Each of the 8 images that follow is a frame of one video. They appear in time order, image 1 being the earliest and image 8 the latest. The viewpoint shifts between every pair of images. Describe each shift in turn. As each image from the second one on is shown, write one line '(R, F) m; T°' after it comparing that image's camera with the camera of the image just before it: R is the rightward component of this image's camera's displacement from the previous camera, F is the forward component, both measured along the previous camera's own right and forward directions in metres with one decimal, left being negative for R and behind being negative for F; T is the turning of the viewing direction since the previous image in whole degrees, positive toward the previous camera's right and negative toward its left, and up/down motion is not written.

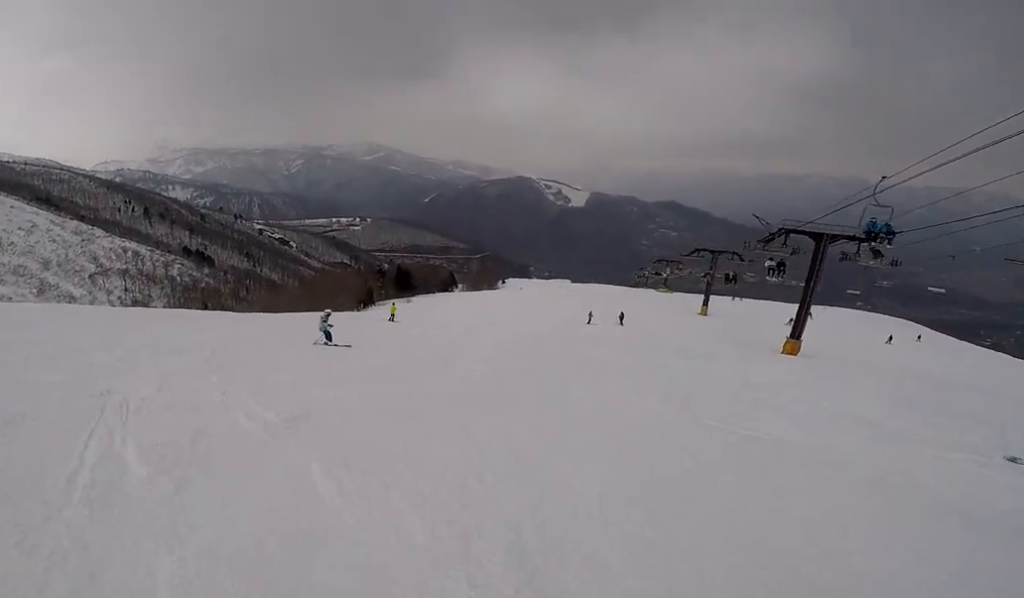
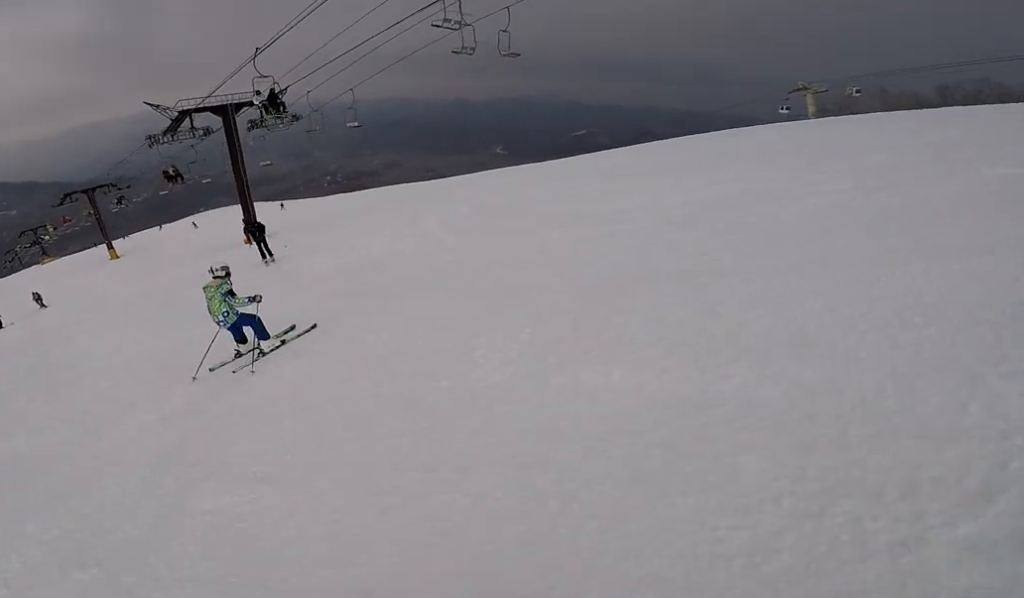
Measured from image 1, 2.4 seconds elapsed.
(+2.7, +10.5) m; +44°
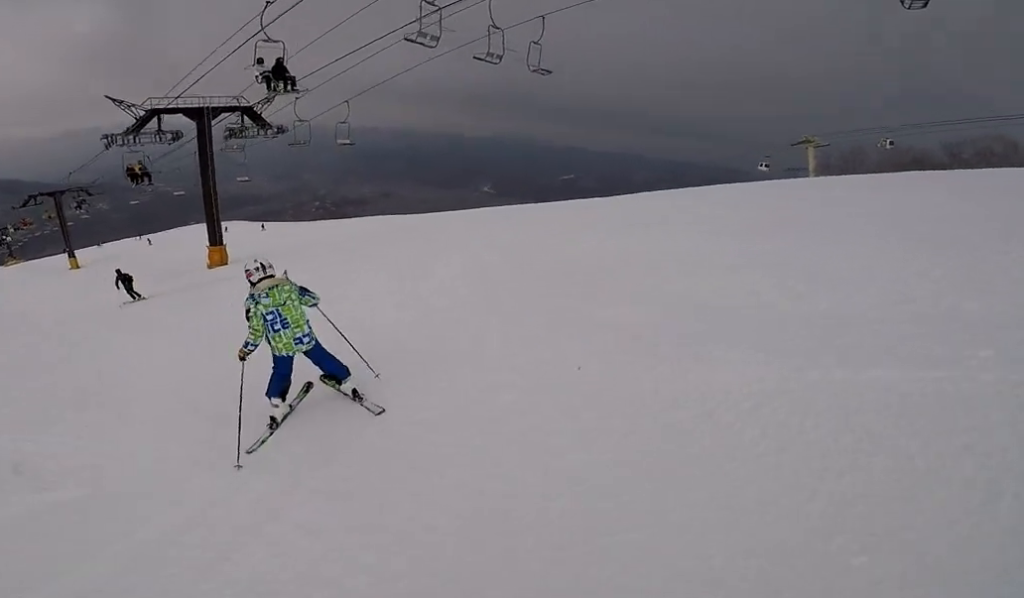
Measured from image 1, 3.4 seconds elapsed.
(+0.8, +4.3) m; +5°
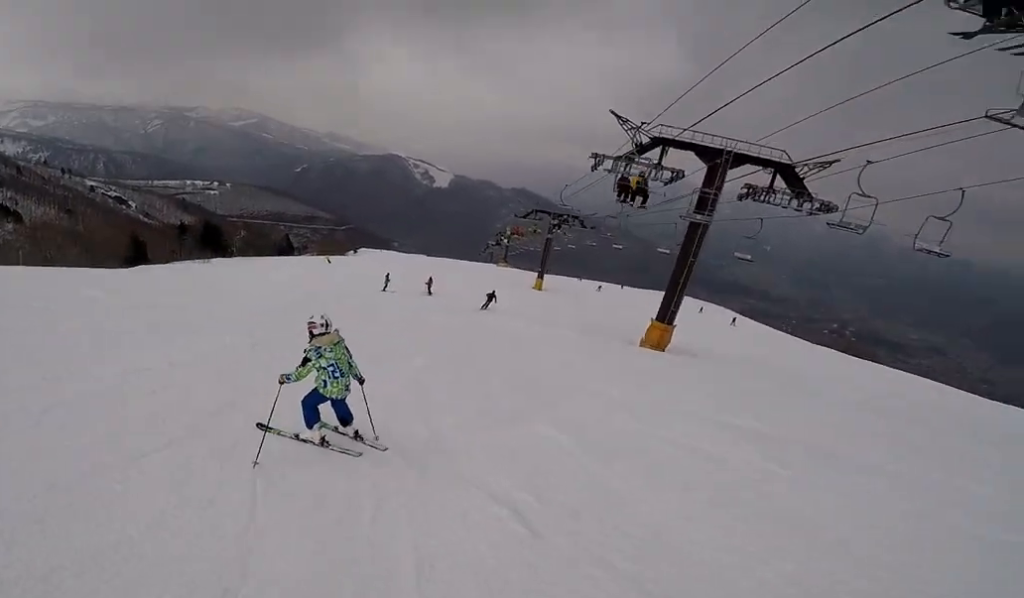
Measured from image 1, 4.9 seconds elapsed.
(-1.6, +5.6) m; -53°
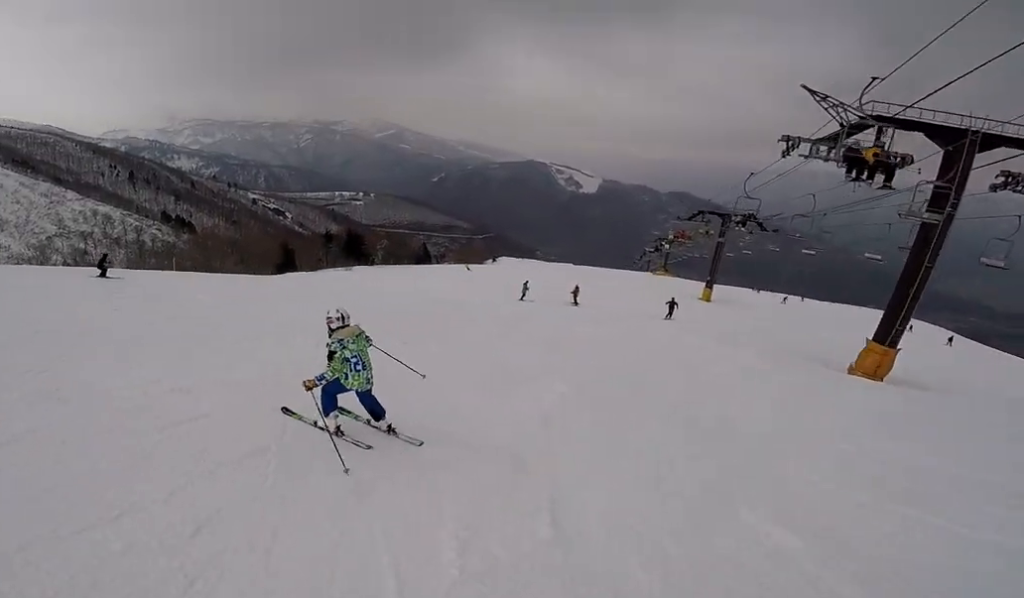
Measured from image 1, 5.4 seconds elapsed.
(-0.6, +1.8) m; -11°
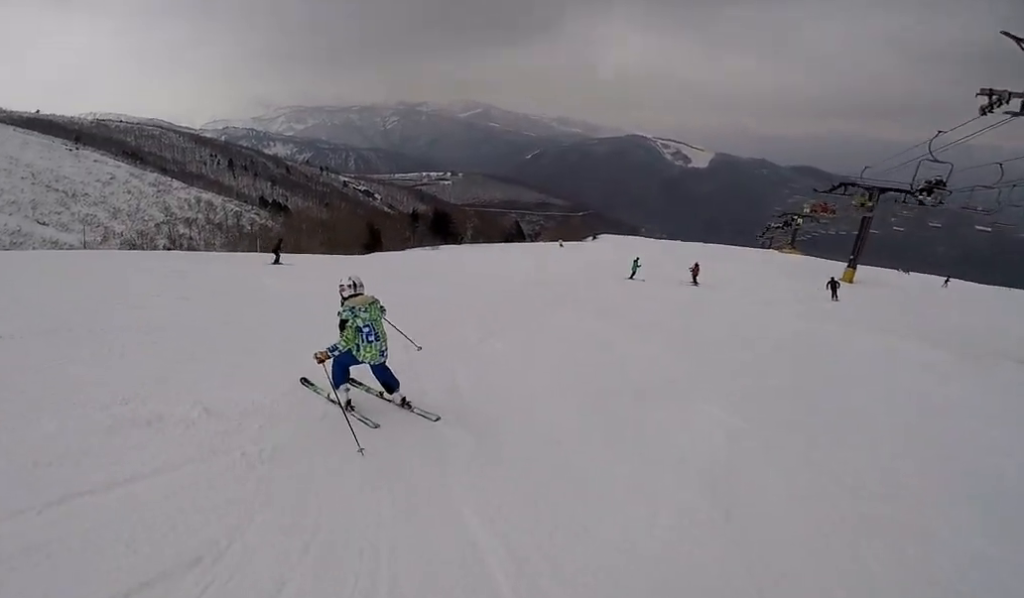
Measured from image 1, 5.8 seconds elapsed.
(-0.4, +1.8) m; -9°
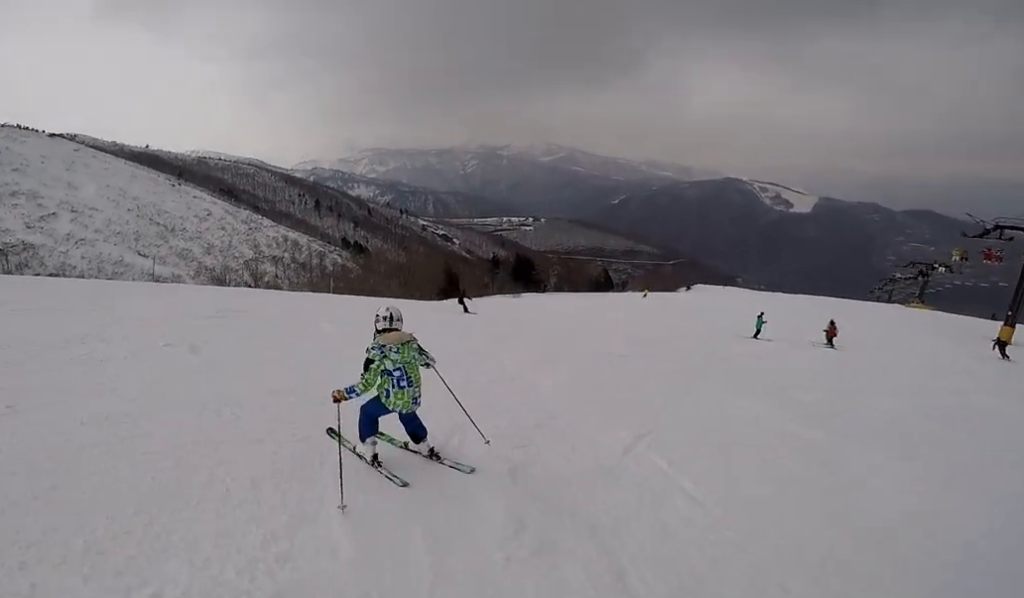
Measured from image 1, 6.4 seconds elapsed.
(-0.1, +2.6) m; -10°
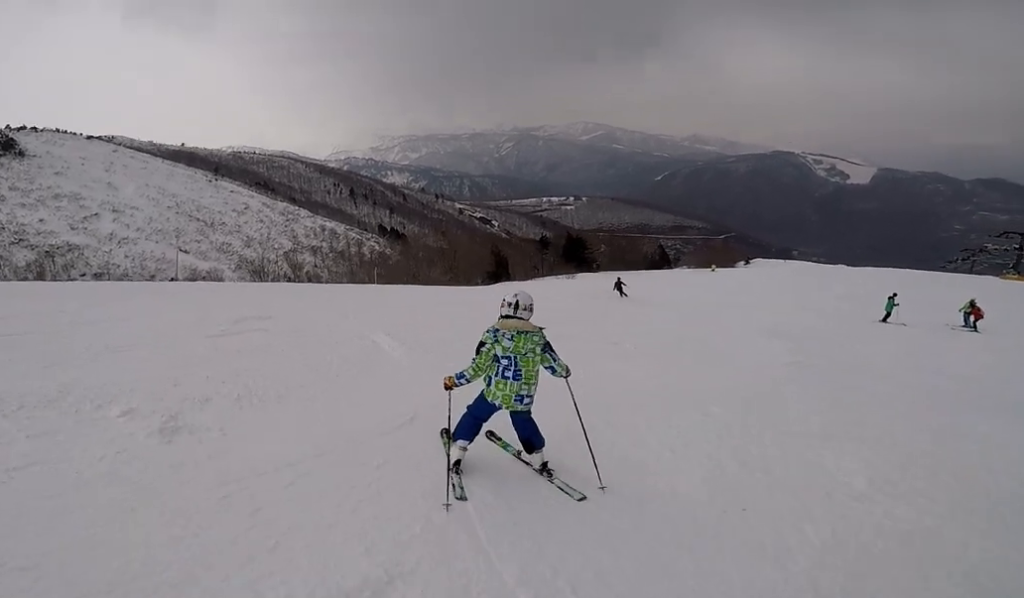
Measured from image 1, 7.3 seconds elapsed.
(-0.3, +3.6) m; -4°
